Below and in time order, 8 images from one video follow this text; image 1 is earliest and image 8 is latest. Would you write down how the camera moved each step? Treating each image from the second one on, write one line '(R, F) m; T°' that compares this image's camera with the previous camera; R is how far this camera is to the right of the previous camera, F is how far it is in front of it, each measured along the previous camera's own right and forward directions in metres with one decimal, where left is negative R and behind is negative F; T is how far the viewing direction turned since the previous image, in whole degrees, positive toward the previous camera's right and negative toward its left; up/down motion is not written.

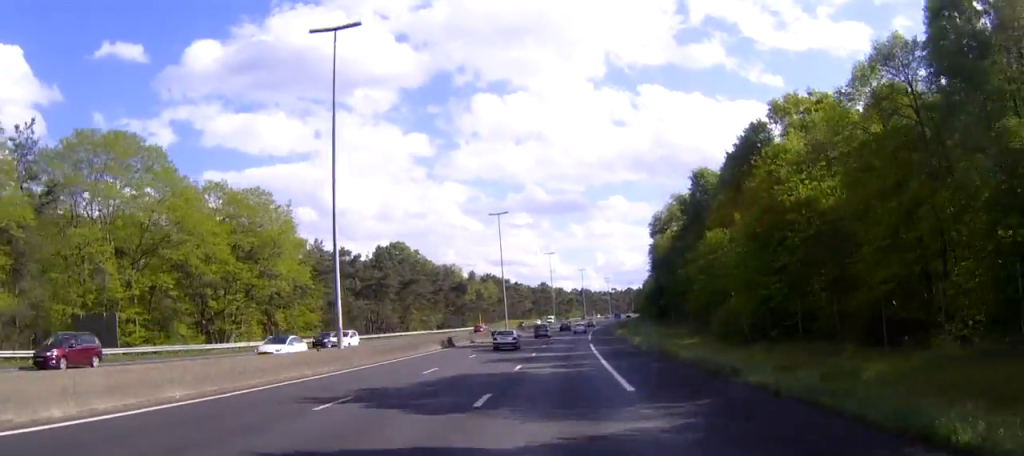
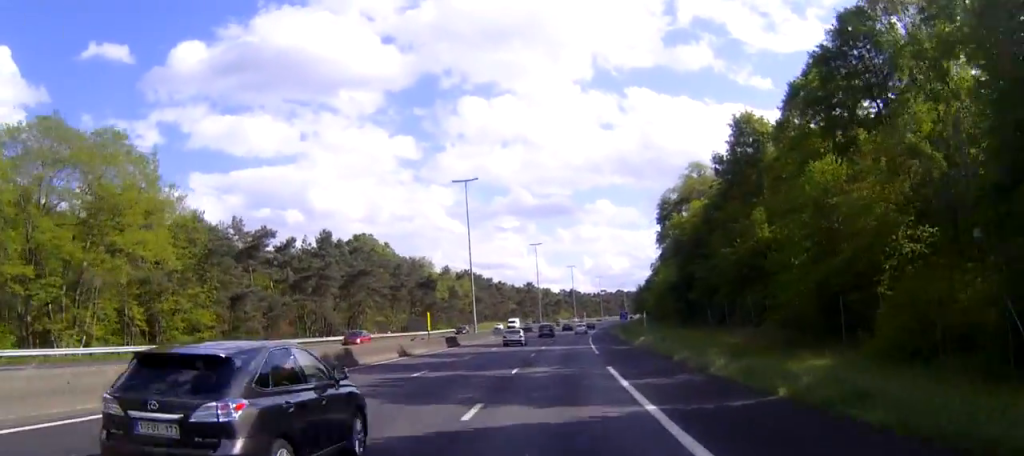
(+0.3, +28.4) m; +1°
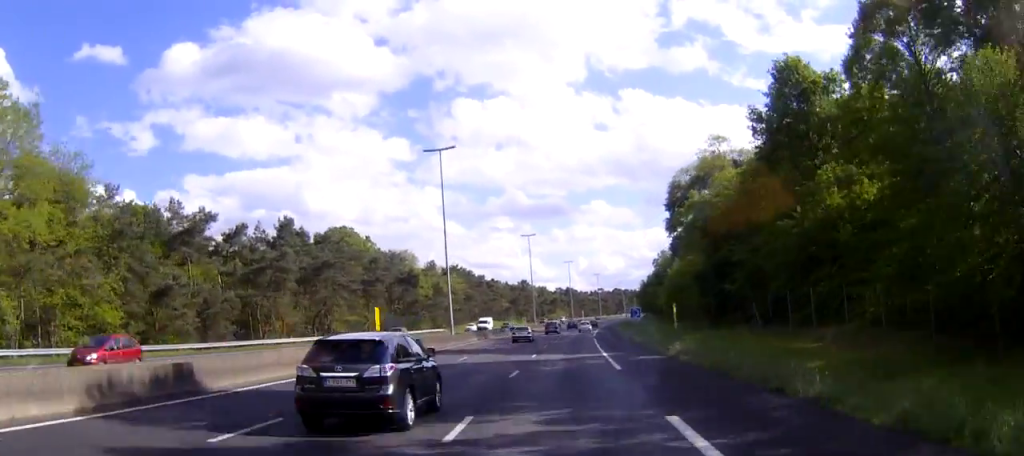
(+0.1, +16.0) m; 0°
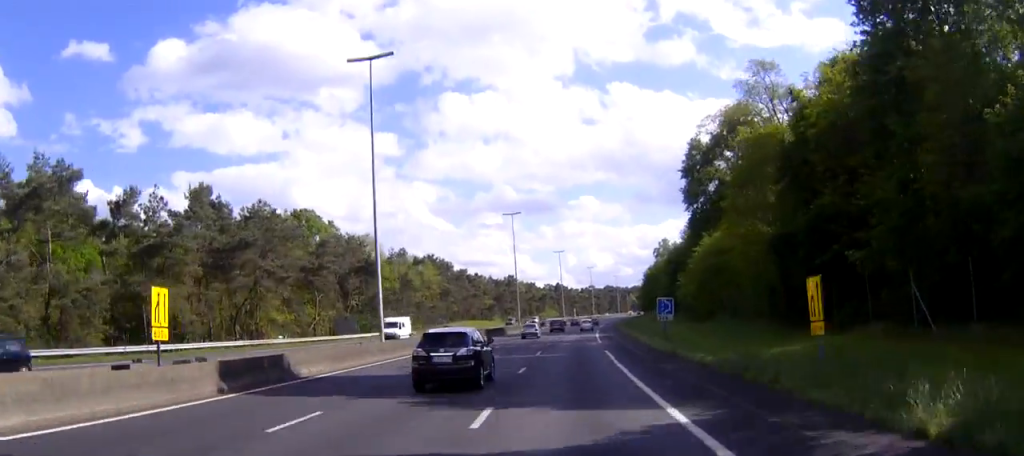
(+0.1, +24.2) m; +1°
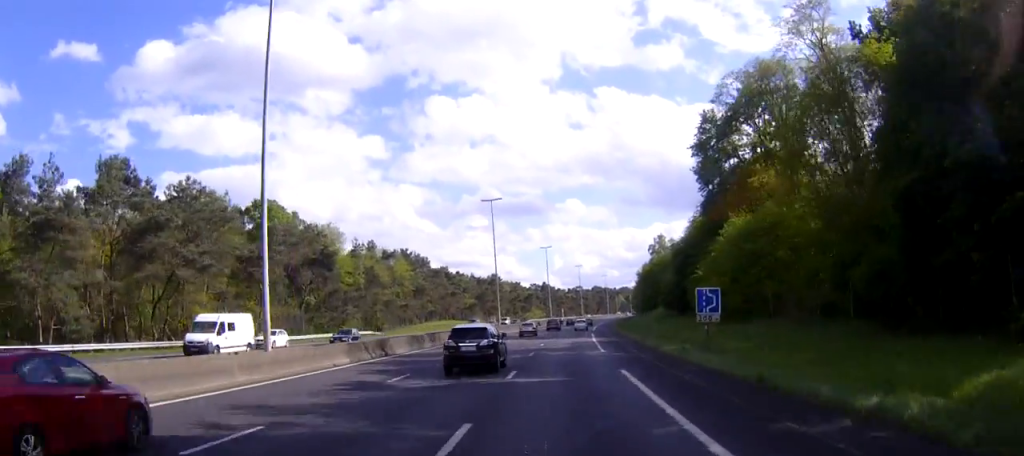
(+0.1, +16.1) m; +1°
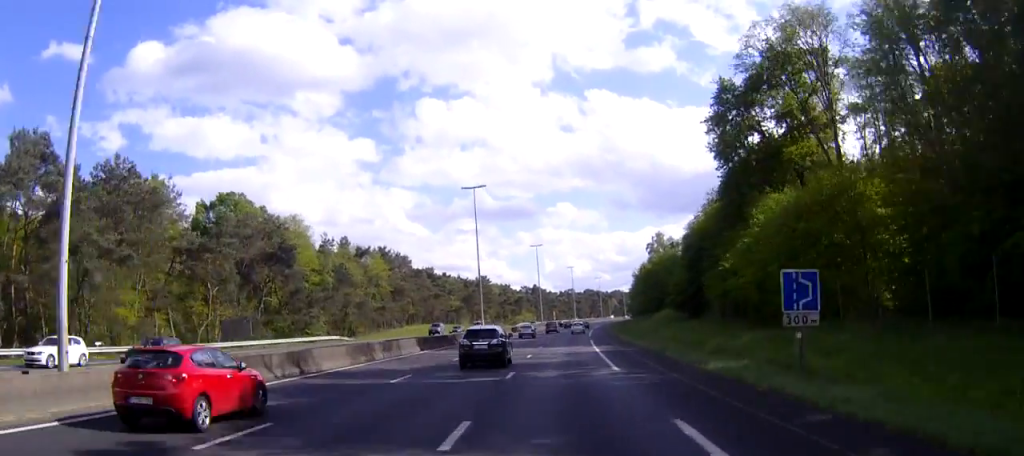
(0.0, +12.5) m; +1°
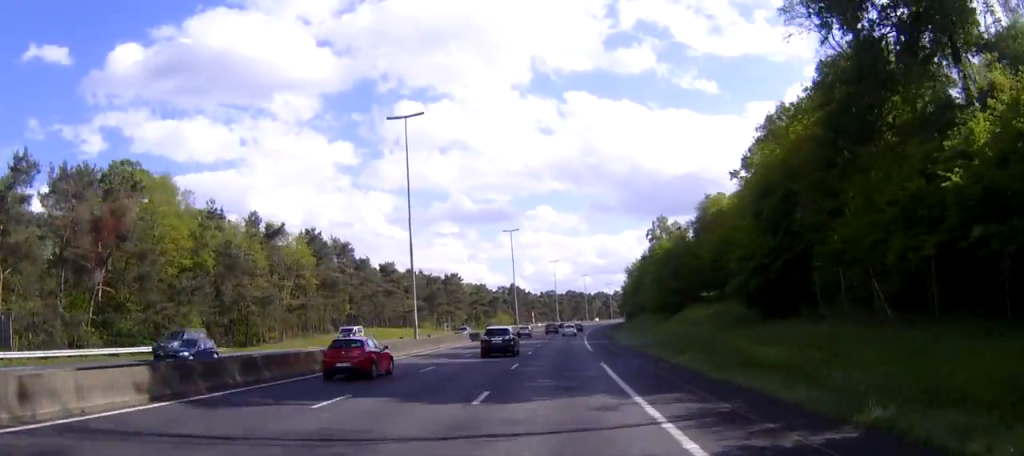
(+0.6, +32.7) m; +2°
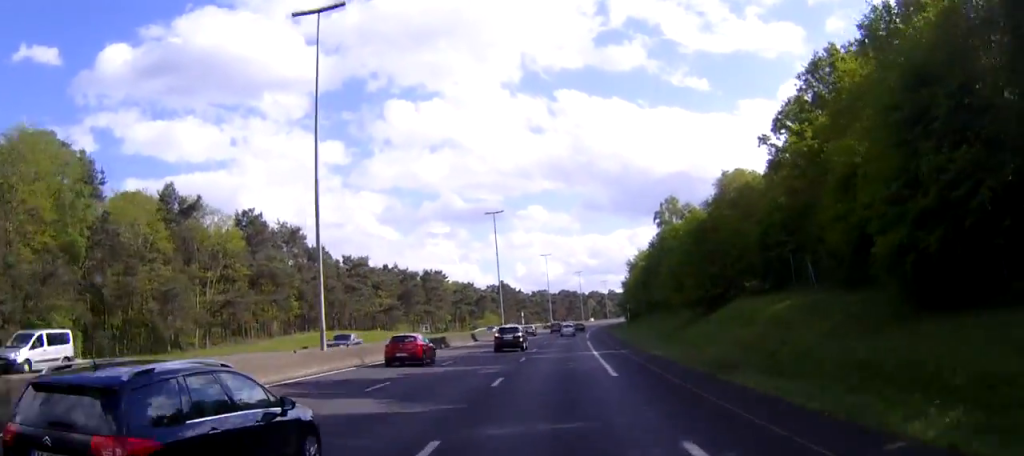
(+0.2, +21.2) m; +1°
